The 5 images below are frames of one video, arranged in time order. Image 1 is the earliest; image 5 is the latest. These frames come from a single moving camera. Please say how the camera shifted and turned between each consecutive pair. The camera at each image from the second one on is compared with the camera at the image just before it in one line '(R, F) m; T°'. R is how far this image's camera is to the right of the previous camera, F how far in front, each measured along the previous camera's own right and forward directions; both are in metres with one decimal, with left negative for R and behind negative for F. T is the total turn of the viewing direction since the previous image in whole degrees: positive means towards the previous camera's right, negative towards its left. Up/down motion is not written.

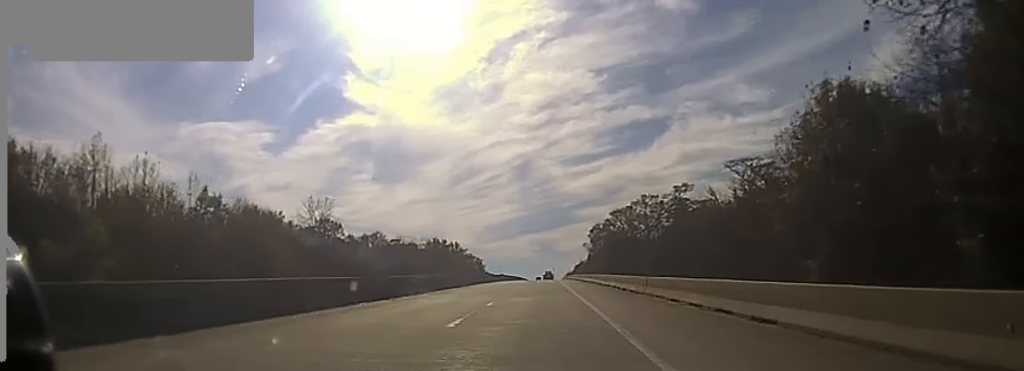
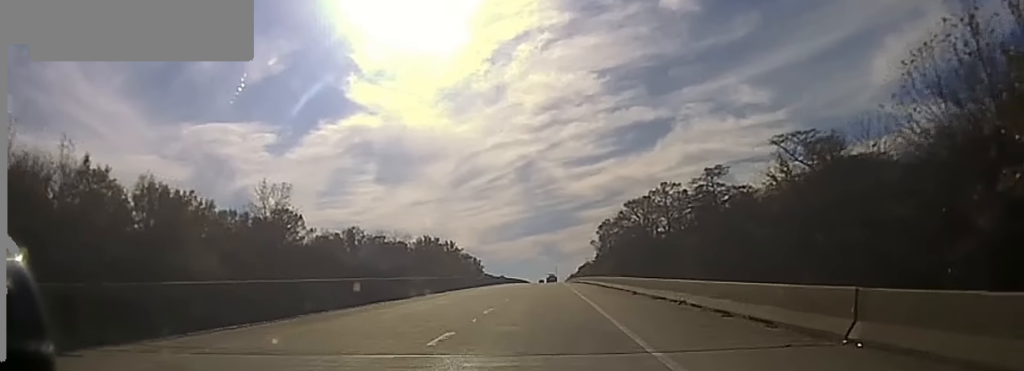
(+0.1, +29.8) m; 0°
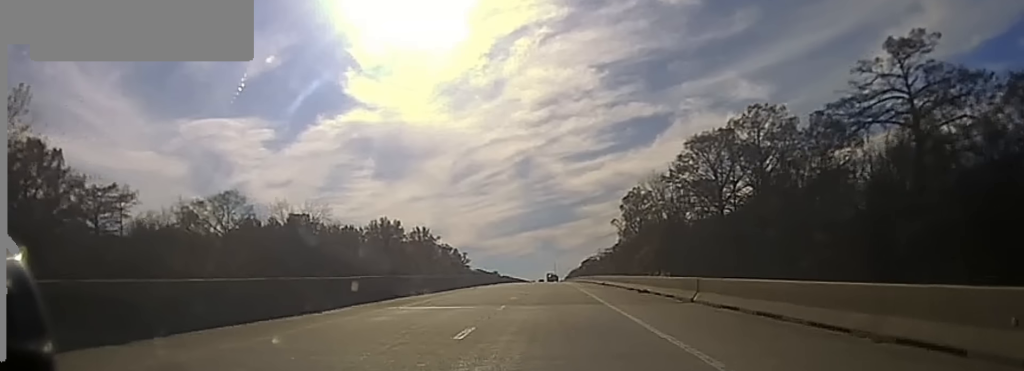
(-0.4, +65.7) m; -1°
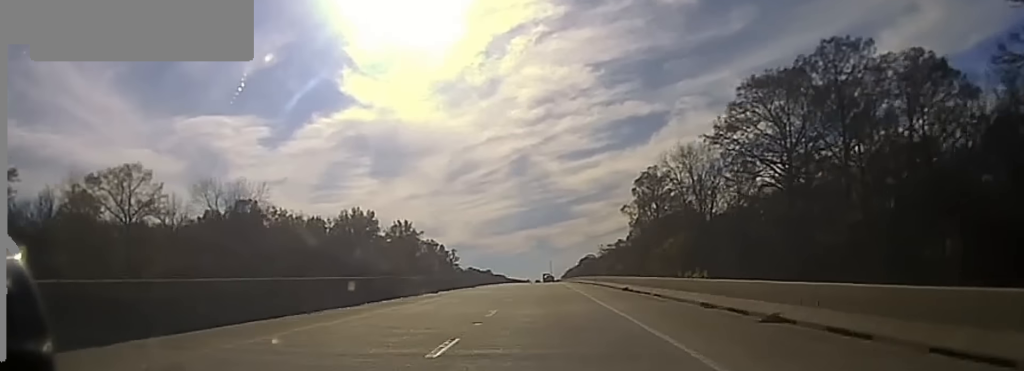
(-0.3, +26.0) m; 0°
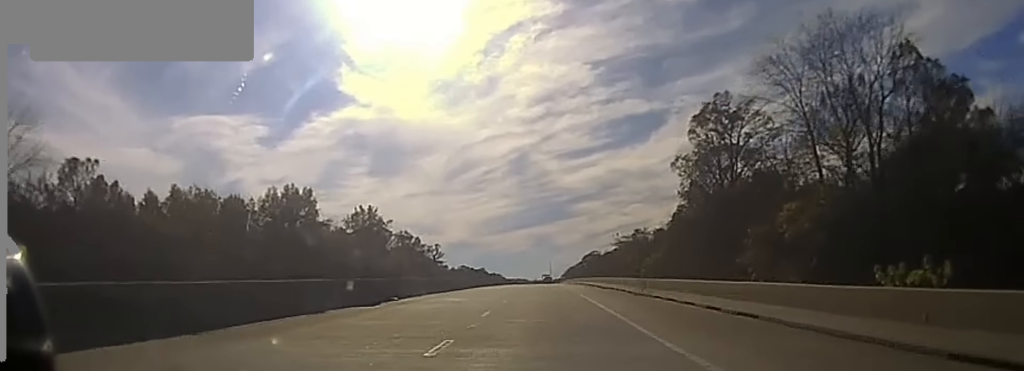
(+0.7, +50.2) m; +1°
